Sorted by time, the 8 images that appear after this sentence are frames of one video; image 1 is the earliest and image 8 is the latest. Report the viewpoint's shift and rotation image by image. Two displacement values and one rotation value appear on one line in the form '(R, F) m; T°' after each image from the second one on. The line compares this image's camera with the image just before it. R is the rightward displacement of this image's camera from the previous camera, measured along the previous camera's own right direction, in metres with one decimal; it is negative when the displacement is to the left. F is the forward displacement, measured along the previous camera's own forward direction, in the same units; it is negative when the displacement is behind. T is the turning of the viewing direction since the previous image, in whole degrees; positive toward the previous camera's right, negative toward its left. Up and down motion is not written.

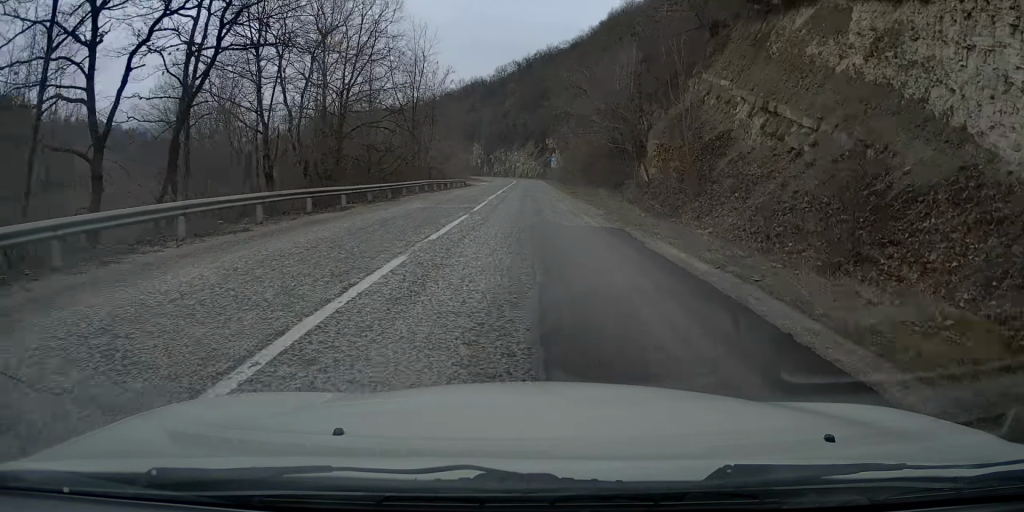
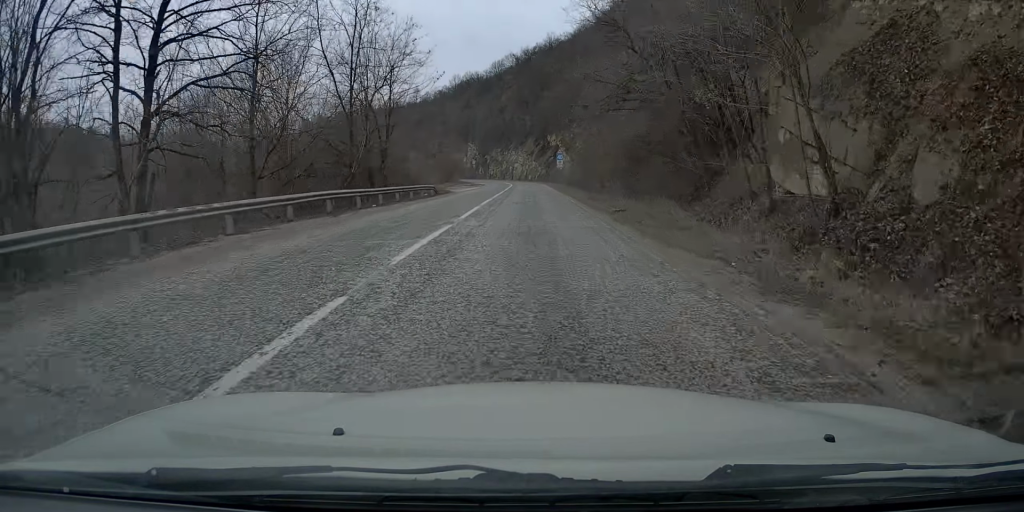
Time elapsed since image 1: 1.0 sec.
(+0.1, +20.2) m; 0°
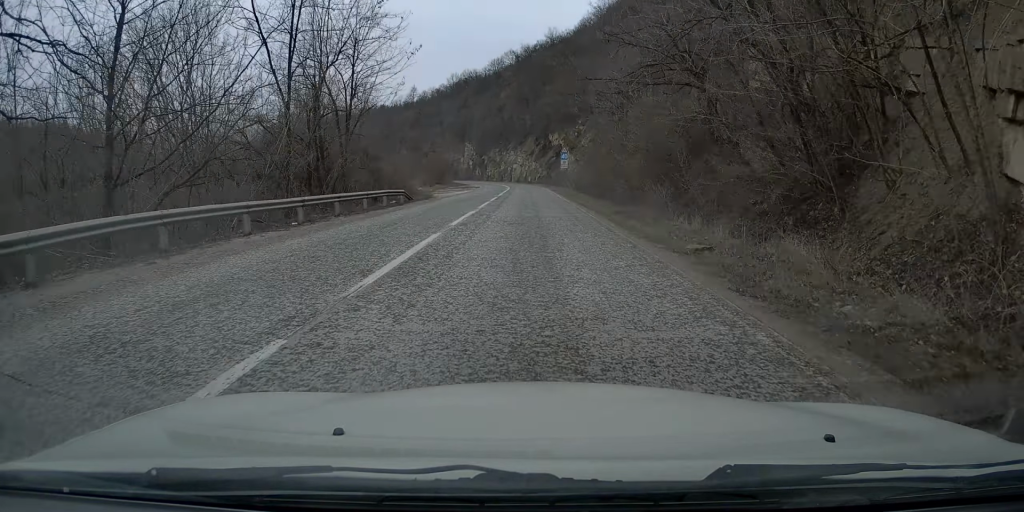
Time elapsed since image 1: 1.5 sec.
(+0.1, +10.2) m; 0°
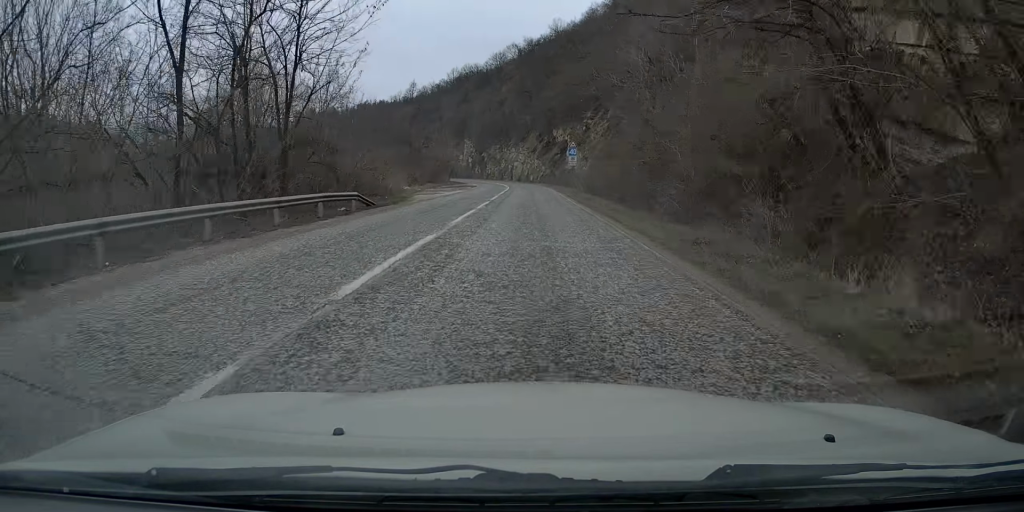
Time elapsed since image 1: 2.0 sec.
(-0.1, +9.6) m; 0°
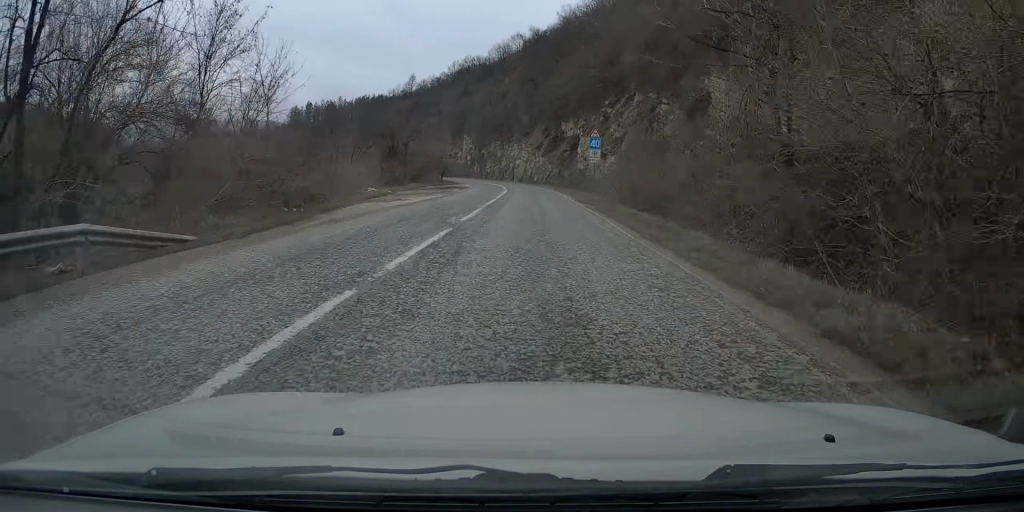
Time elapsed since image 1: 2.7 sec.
(-0.2, +15.7) m; 0°
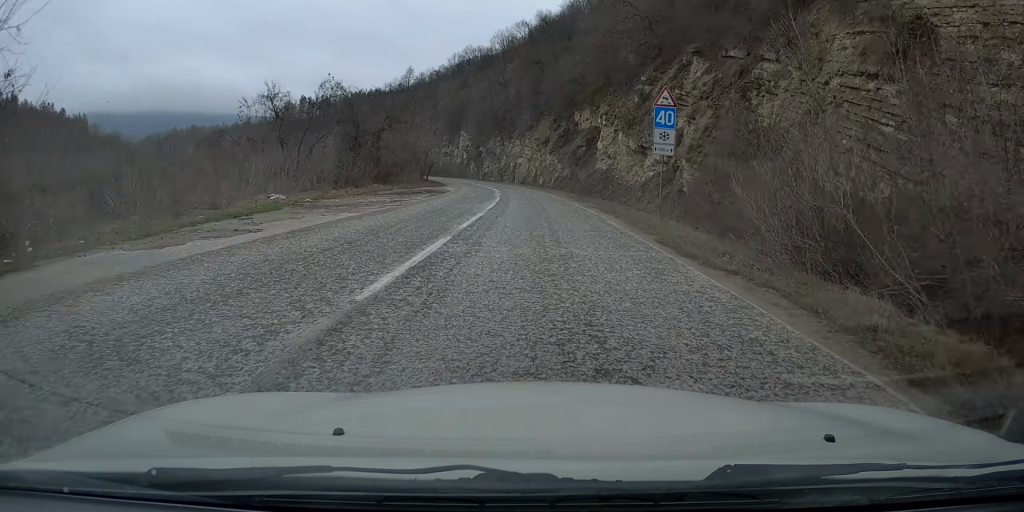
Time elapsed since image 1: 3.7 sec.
(+0.1, +19.8) m; 0°
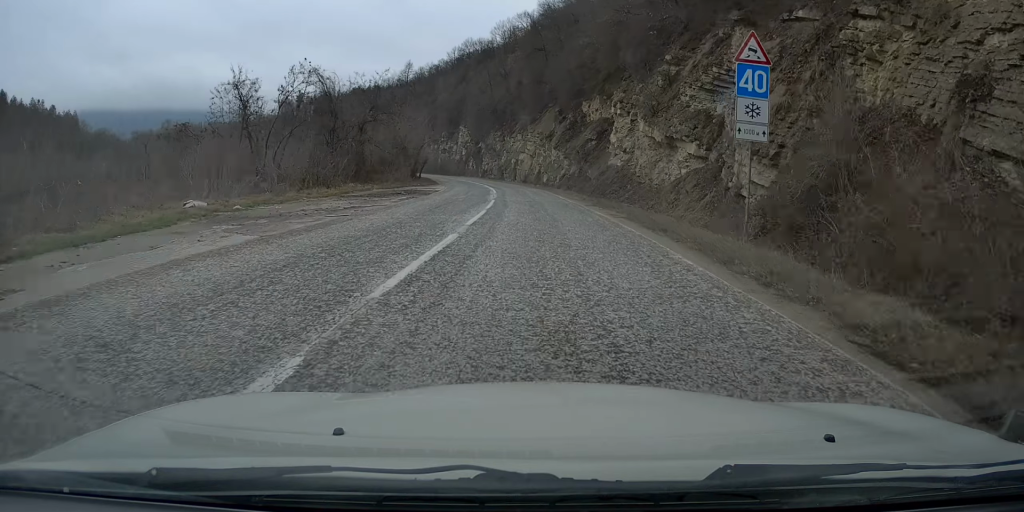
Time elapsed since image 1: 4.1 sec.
(-0.1, +8.2) m; 0°
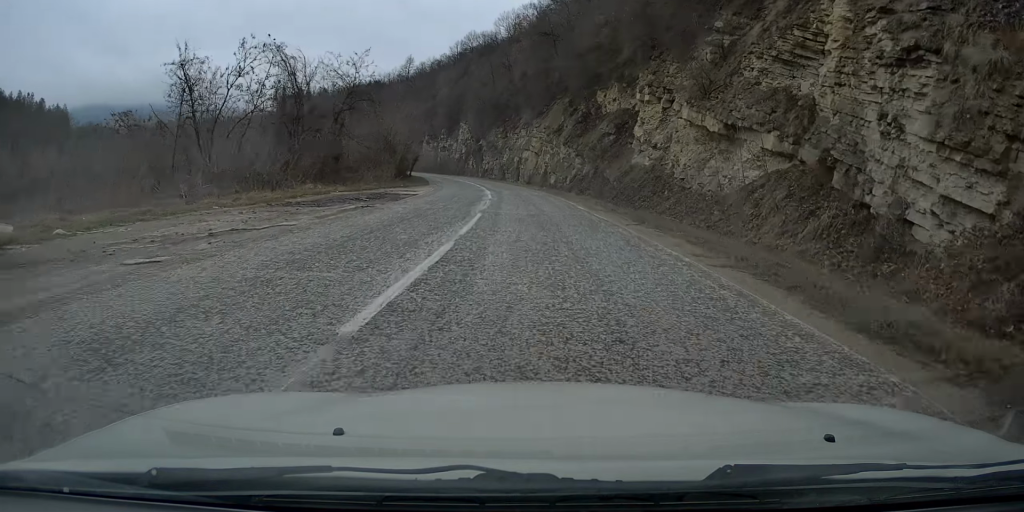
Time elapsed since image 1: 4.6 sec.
(0.0, +10.3) m; 0°
